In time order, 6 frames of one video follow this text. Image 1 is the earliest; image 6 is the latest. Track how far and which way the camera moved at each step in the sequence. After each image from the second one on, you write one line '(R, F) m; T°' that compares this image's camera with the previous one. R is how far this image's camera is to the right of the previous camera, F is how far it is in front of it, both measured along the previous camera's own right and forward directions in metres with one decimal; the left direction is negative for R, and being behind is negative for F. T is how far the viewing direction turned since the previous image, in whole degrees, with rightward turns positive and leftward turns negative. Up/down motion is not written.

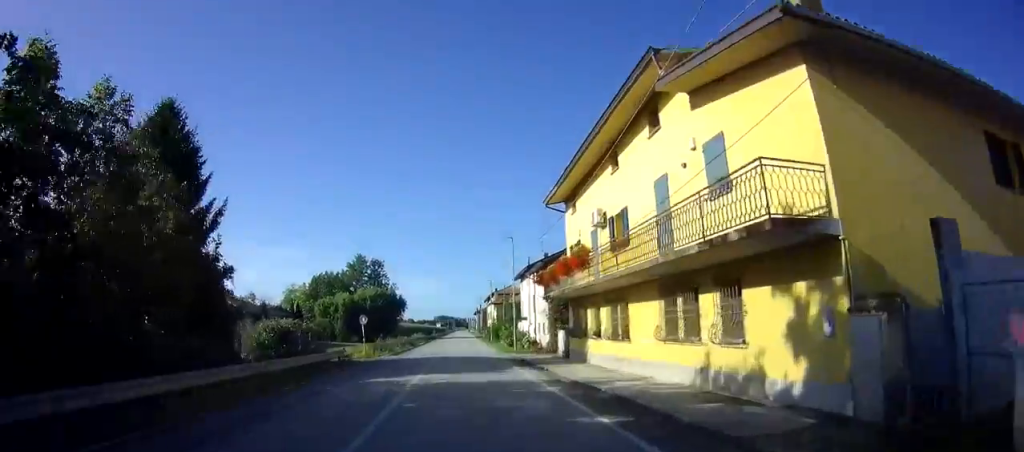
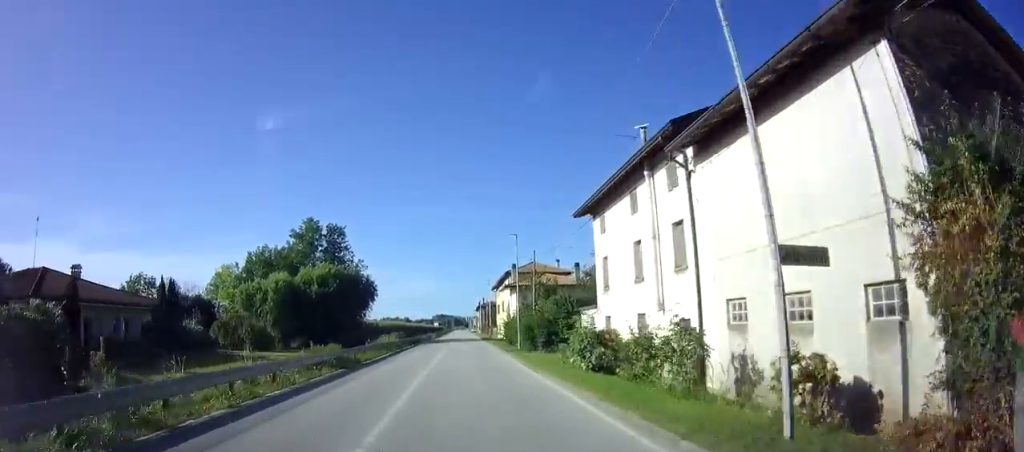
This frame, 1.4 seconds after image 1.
(-0.1, +29.6) m; 0°
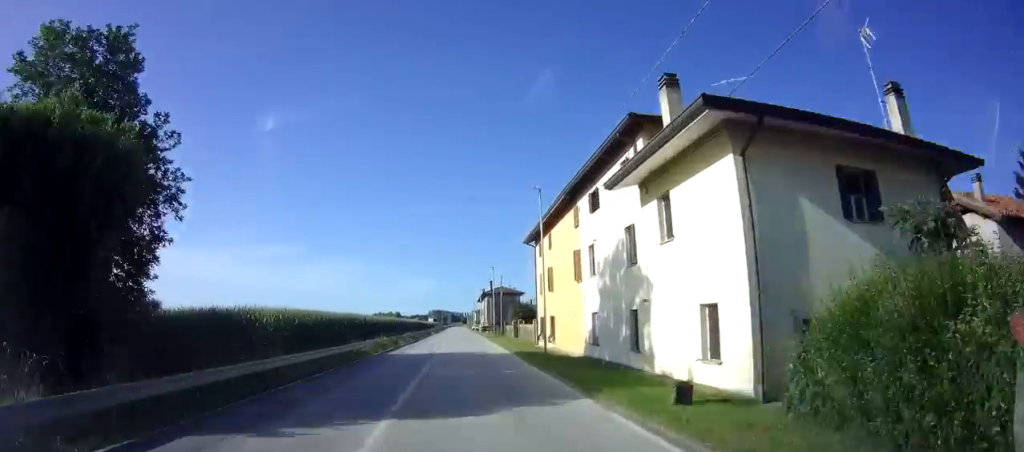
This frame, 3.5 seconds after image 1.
(+0.5, +43.6) m; +1°
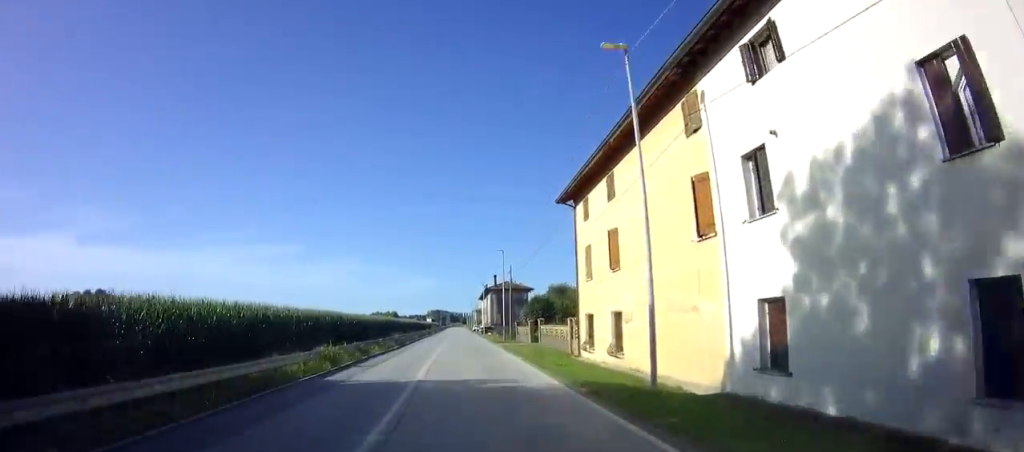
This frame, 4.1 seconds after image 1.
(-0.1, +12.5) m; 0°
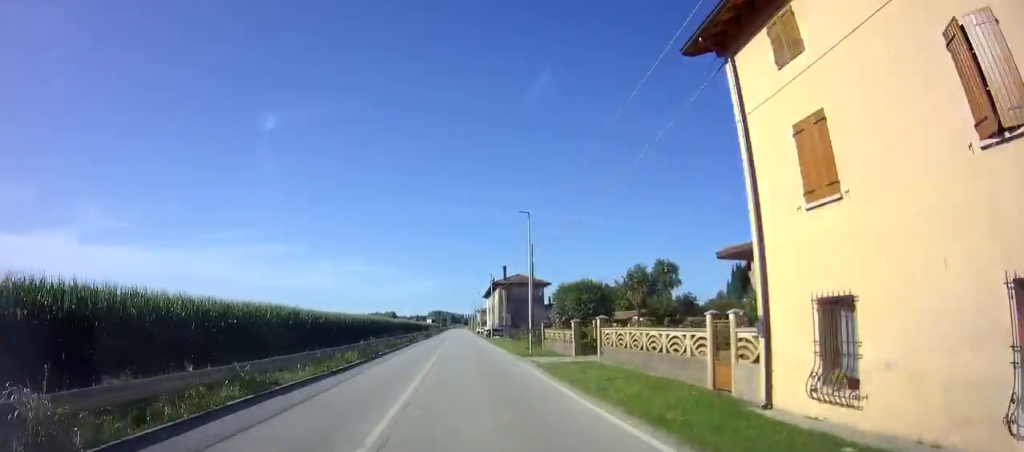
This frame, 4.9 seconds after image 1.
(0.0, +15.0) m; 0°
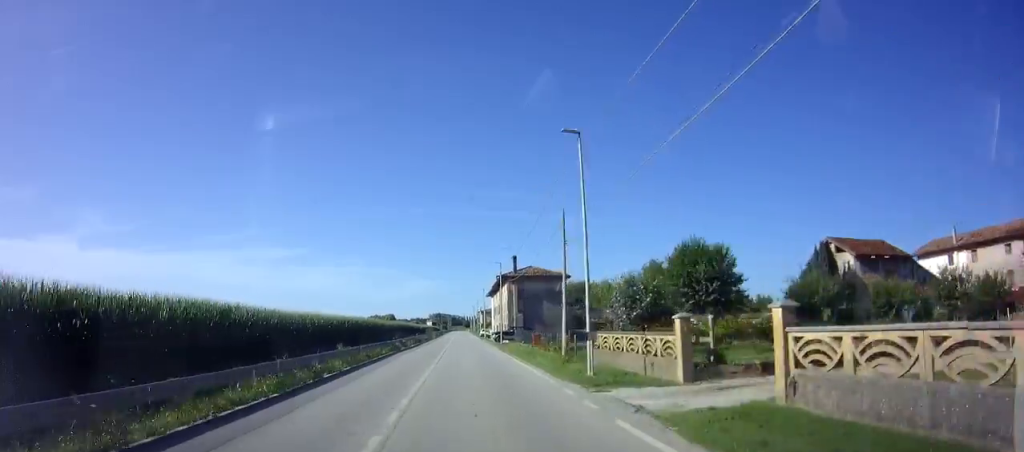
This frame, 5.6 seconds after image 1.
(0.0, +12.9) m; 0°
